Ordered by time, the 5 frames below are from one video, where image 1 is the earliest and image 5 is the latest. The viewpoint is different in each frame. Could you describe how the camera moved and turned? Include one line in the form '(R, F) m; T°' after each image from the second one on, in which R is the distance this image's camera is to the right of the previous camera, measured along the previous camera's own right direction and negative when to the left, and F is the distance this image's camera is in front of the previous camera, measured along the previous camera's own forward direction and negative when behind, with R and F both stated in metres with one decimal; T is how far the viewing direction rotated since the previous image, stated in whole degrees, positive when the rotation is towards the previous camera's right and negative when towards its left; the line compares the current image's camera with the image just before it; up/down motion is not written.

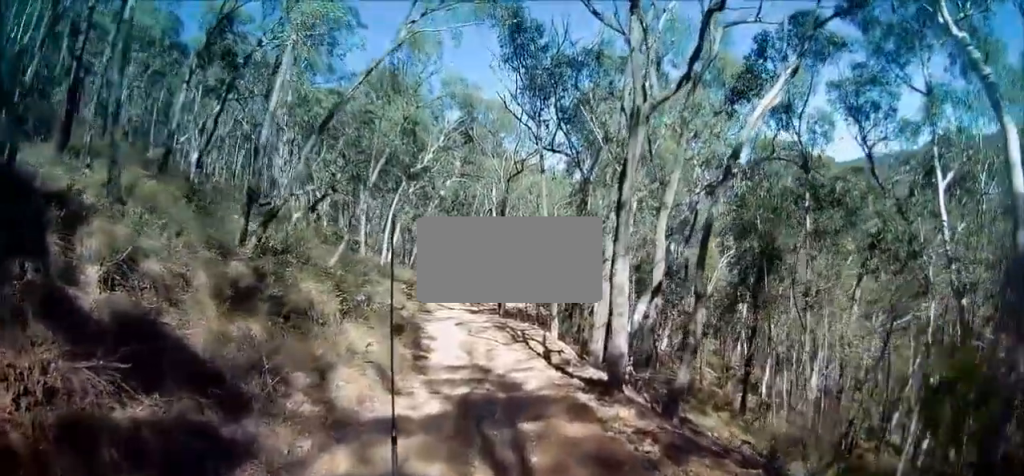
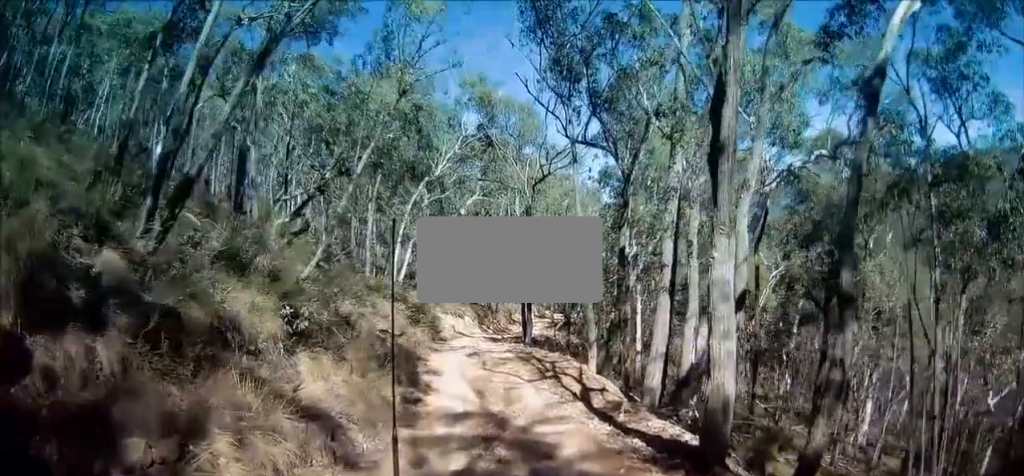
(+0.2, +4.2) m; -1°
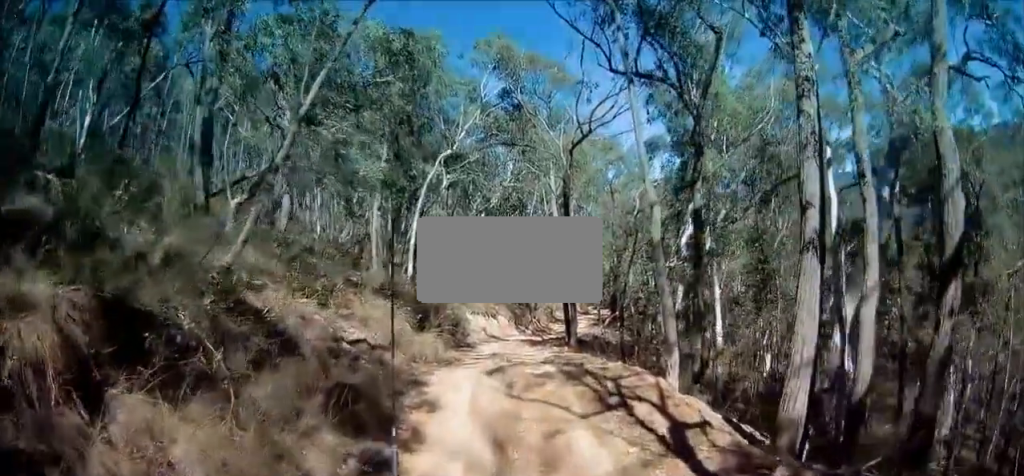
(-0.5, +5.5) m; -7°
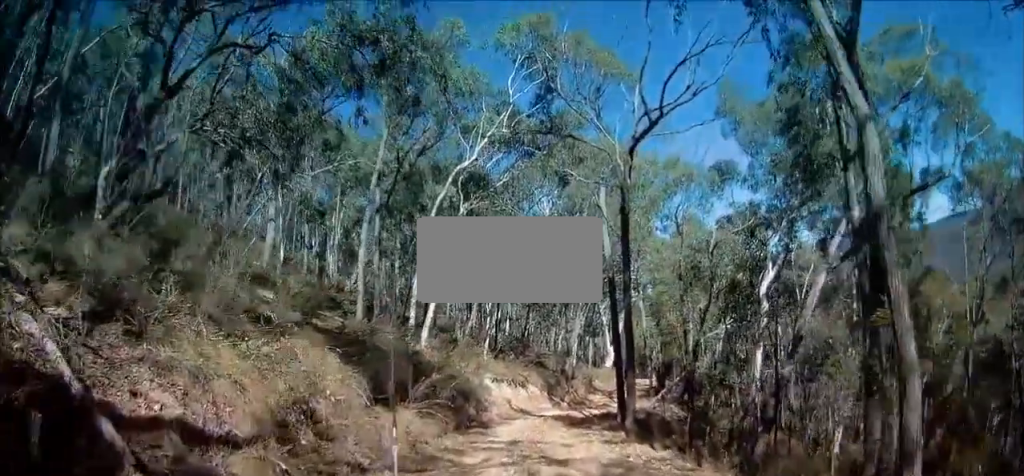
(-0.1, +6.2) m; -10°
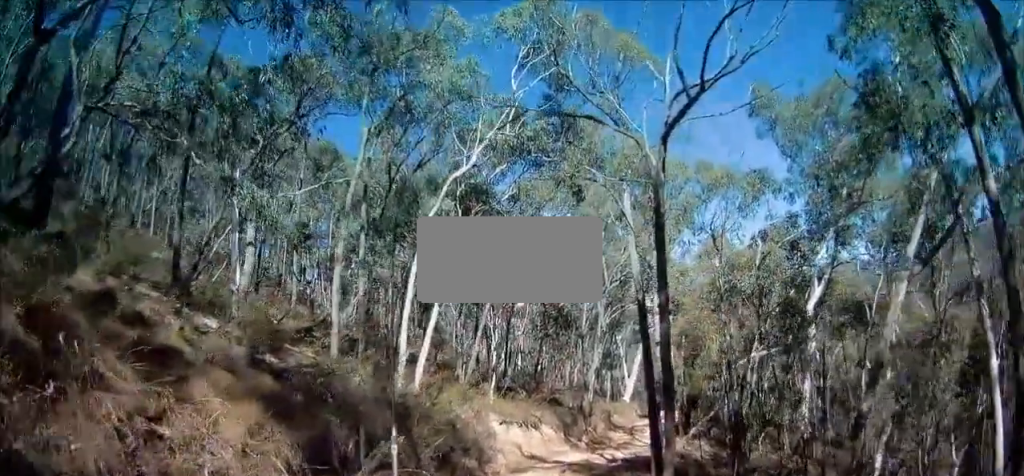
(-0.6, +3.2) m; -5°
